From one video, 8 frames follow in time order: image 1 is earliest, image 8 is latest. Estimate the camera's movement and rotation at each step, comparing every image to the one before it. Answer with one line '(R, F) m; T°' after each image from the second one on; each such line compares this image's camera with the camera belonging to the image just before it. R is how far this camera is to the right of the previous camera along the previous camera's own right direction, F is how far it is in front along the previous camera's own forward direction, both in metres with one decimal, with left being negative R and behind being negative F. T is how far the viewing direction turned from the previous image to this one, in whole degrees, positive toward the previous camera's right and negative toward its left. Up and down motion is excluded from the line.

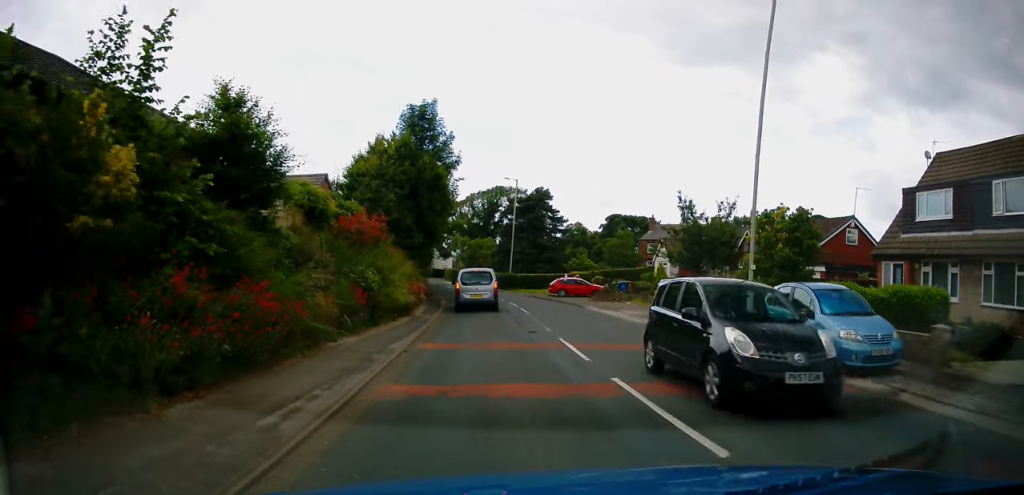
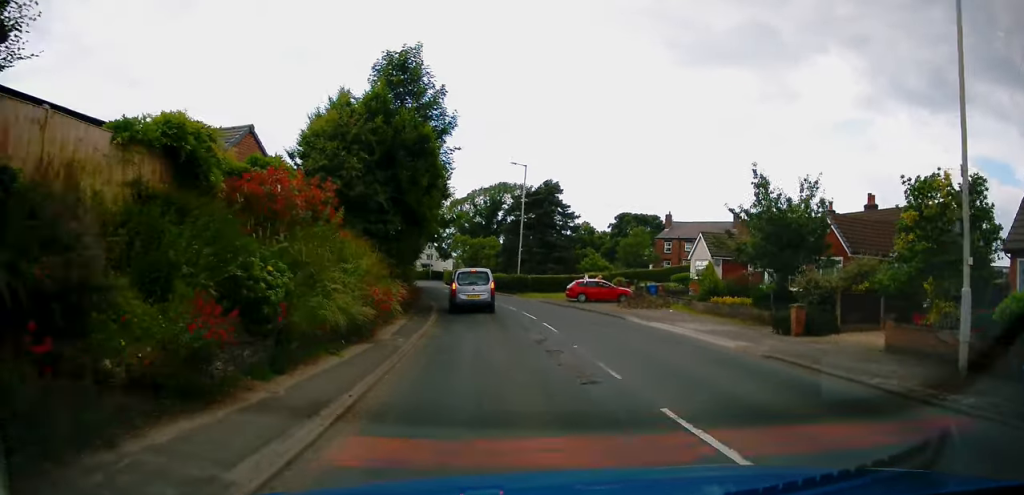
(0.0, +7.8) m; -1°
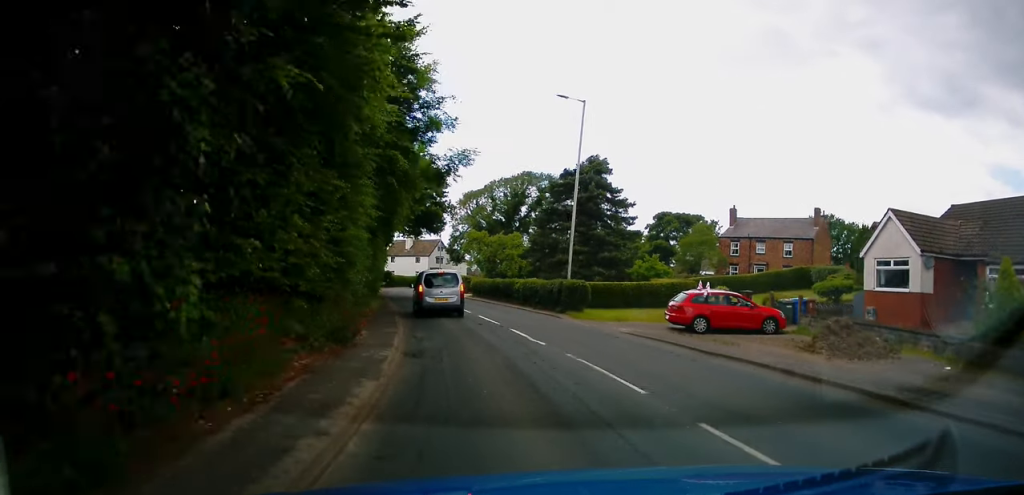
(-0.2, +18.6) m; -1°
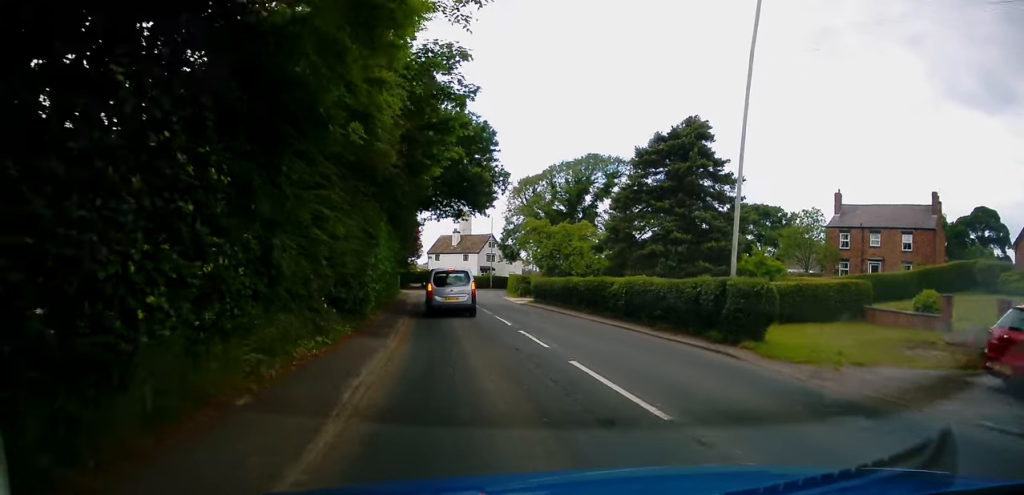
(-0.1, +13.5) m; -3°
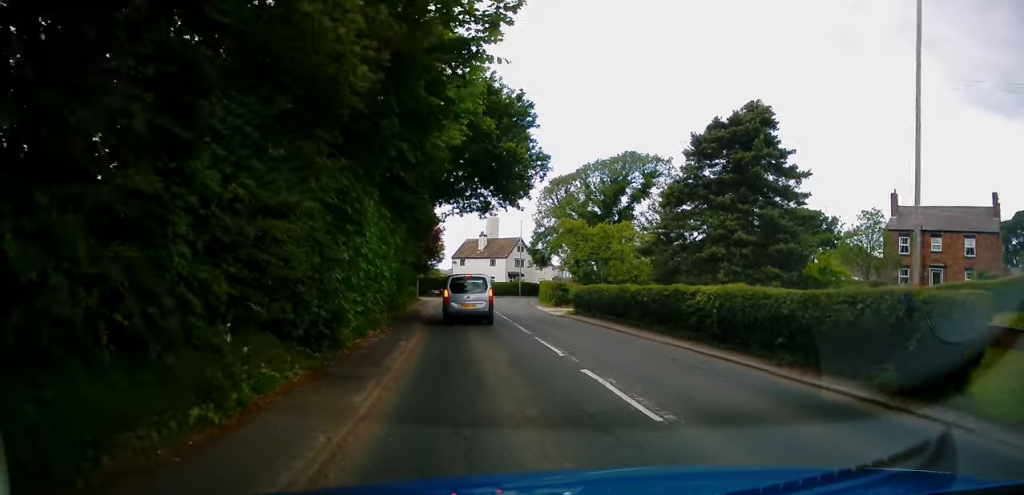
(-0.1, +6.0) m; -2°
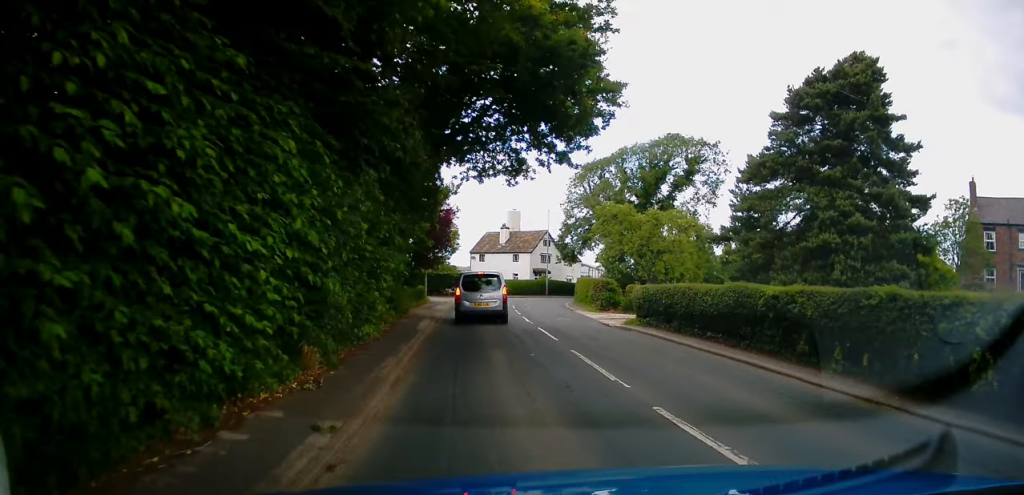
(-0.2, +8.9) m; -4°
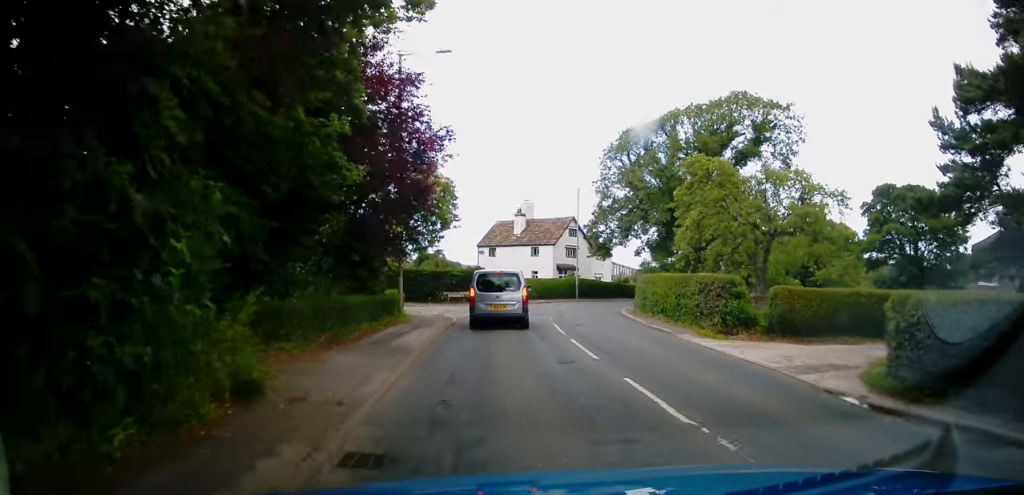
(-0.7, +15.8) m; -1°
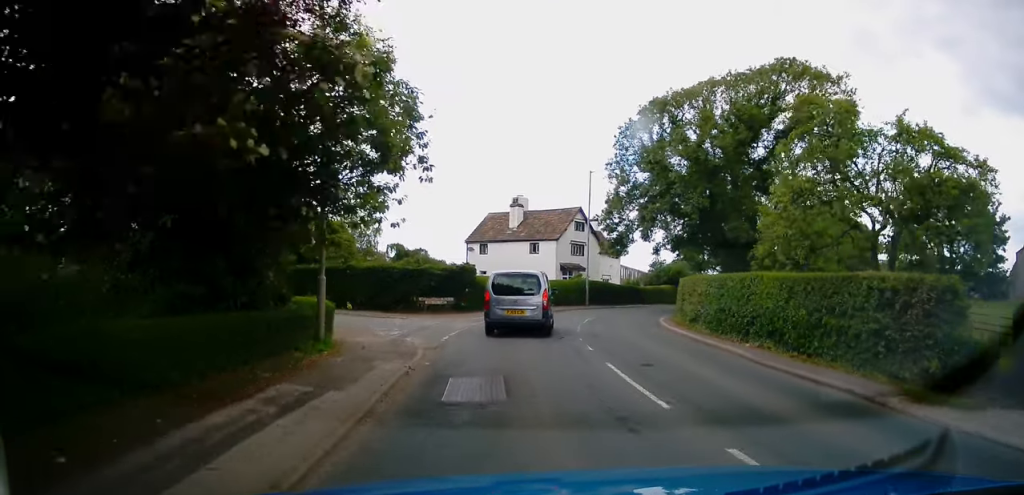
(+0.5, +9.9) m; +2°
